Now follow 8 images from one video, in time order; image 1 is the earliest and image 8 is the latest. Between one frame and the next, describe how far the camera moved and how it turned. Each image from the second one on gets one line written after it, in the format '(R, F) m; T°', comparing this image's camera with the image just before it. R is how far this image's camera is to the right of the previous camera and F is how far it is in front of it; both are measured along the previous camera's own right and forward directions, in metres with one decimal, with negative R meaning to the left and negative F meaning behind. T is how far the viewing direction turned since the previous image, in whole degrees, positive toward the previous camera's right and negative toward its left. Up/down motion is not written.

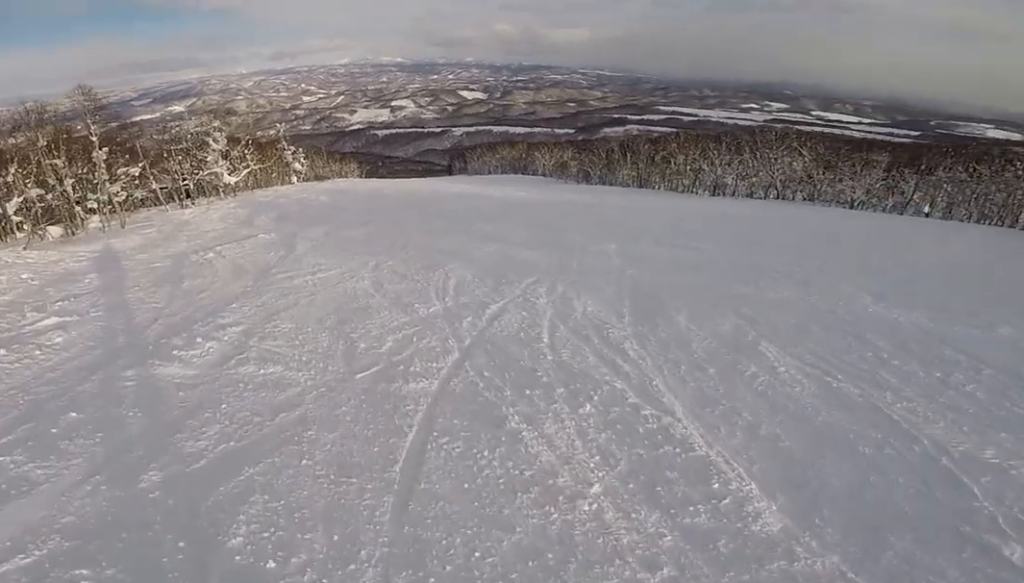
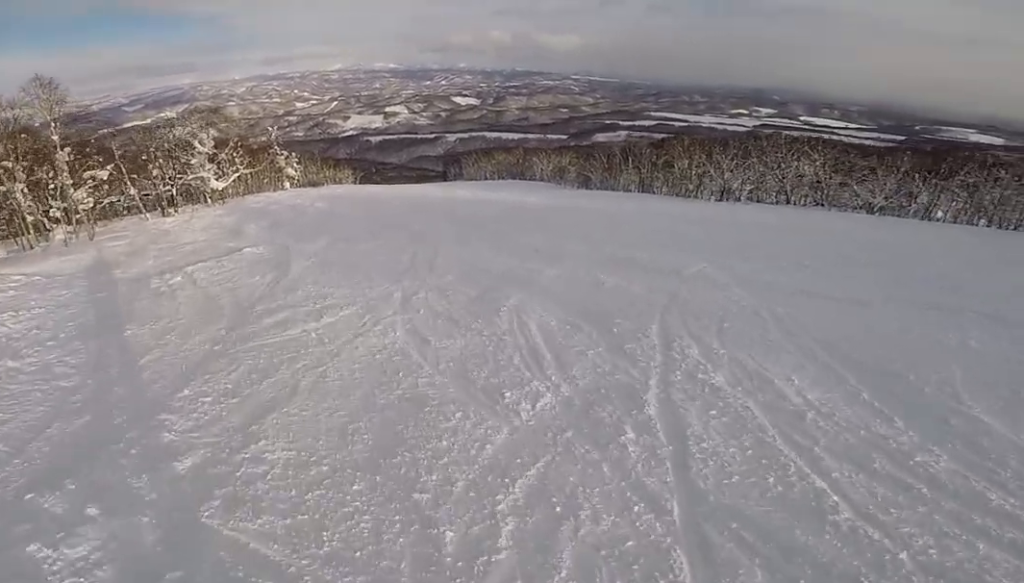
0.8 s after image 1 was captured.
(+0.2, +4.1) m; +11°
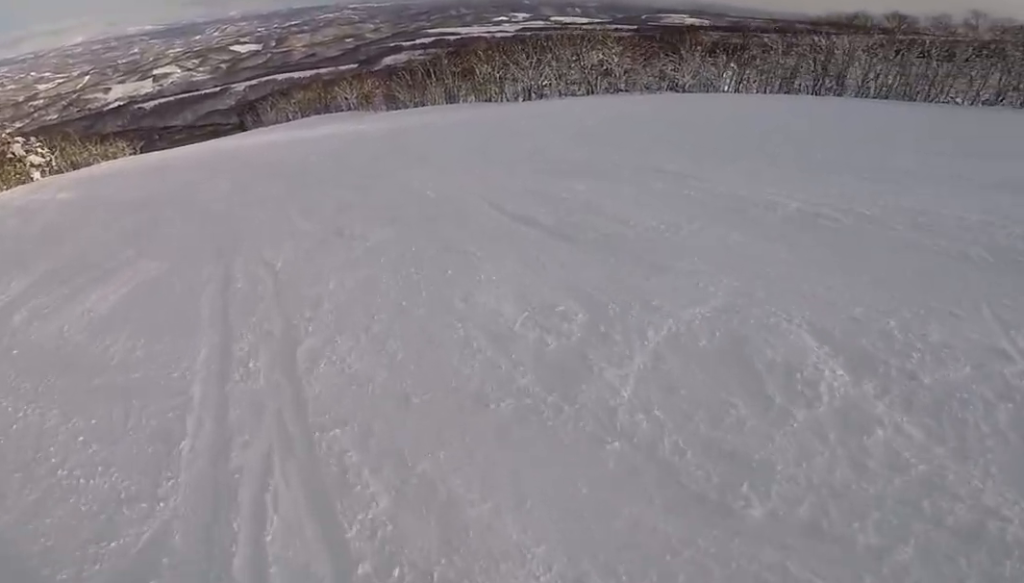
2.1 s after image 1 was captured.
(+2.0, +8.2) m; +30°
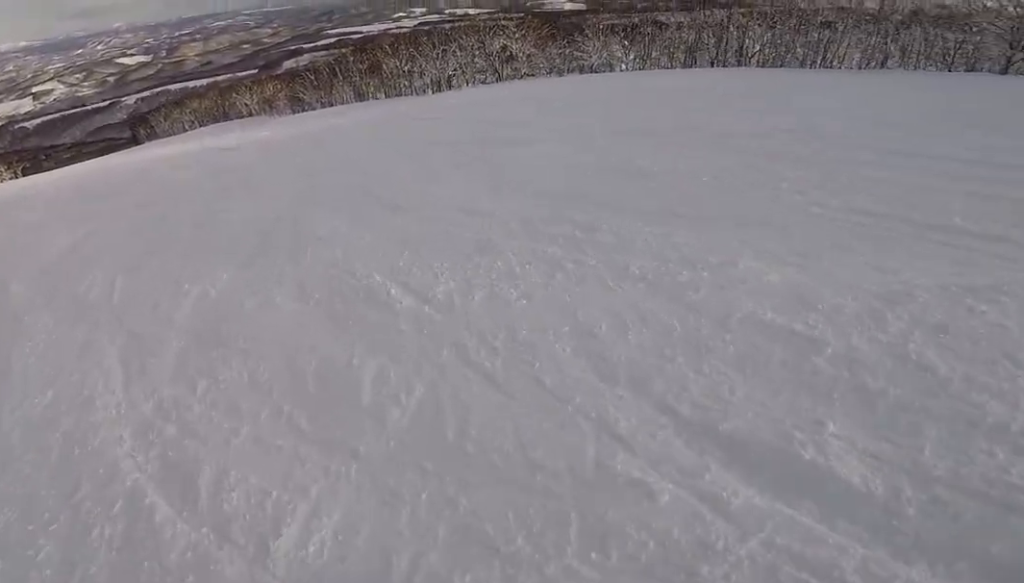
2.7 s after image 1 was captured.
(+0.6, +3.9) m; +9°
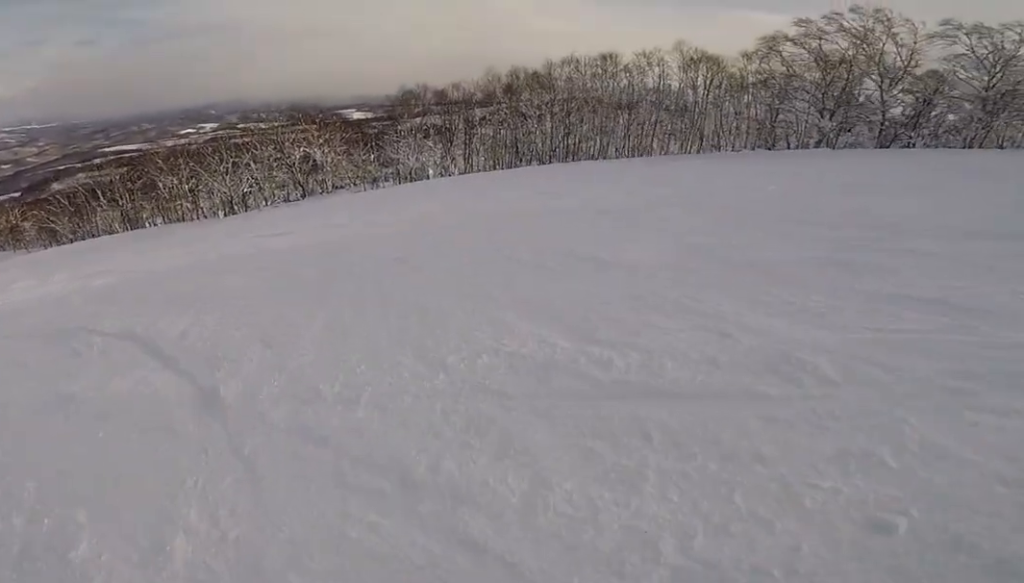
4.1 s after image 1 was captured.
(+1.3, +10.7) m; +19°
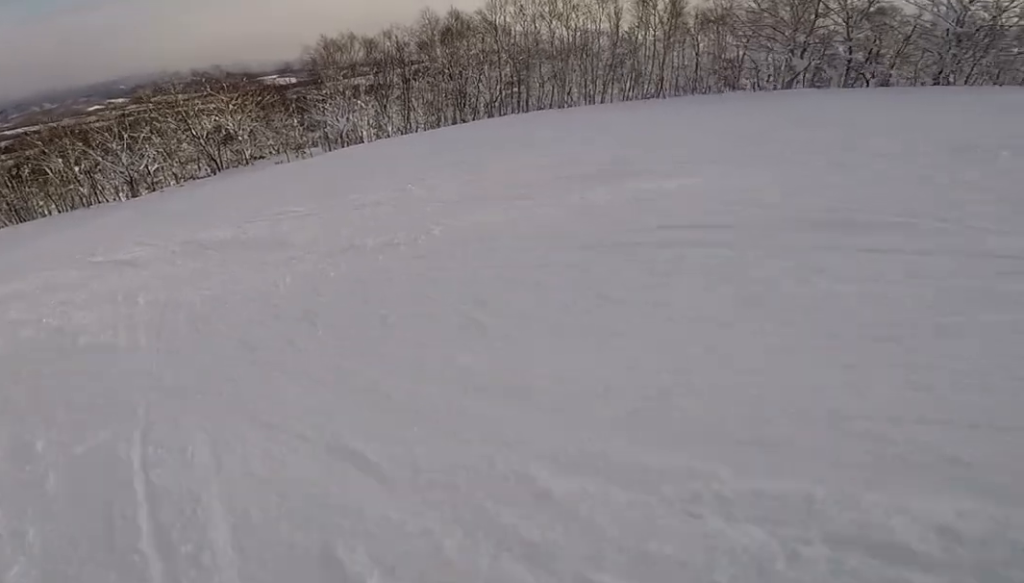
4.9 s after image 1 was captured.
(+1.0, +5.5) m; +11°
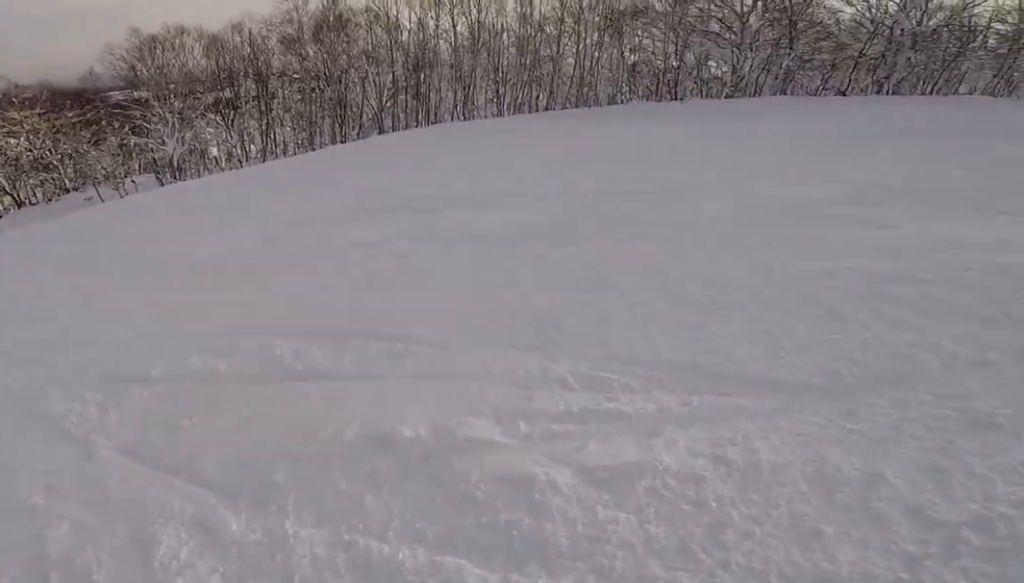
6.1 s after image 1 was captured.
(+0.9, +8.8) m; +6°
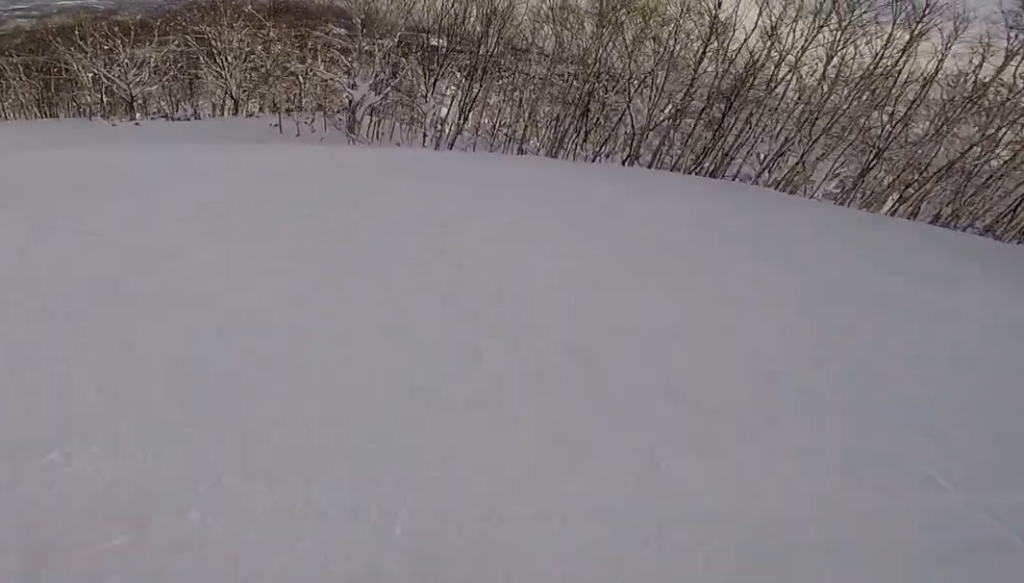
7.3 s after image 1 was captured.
(0.0, +8.9) m; -23°
